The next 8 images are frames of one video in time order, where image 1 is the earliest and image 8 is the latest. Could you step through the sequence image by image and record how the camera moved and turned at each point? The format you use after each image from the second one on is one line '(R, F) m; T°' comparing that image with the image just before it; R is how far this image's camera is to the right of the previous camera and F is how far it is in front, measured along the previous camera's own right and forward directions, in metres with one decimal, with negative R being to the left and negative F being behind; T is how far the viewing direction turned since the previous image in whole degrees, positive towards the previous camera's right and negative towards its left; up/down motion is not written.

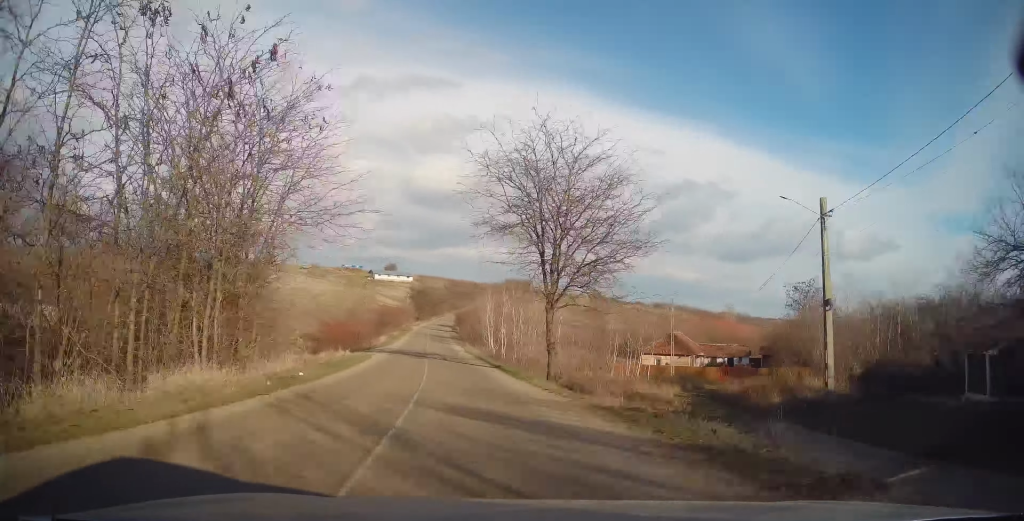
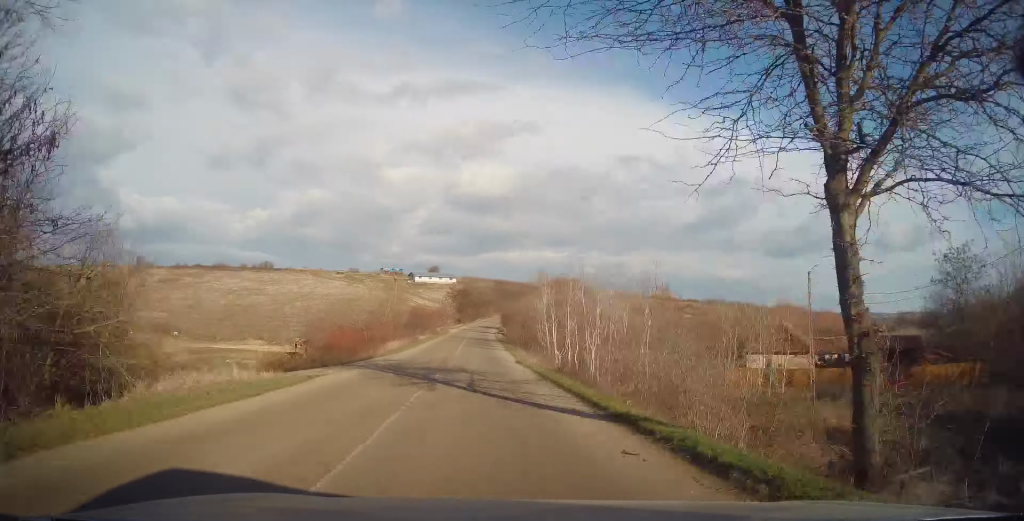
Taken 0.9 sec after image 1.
(-0.9, +17.5) m; -5°
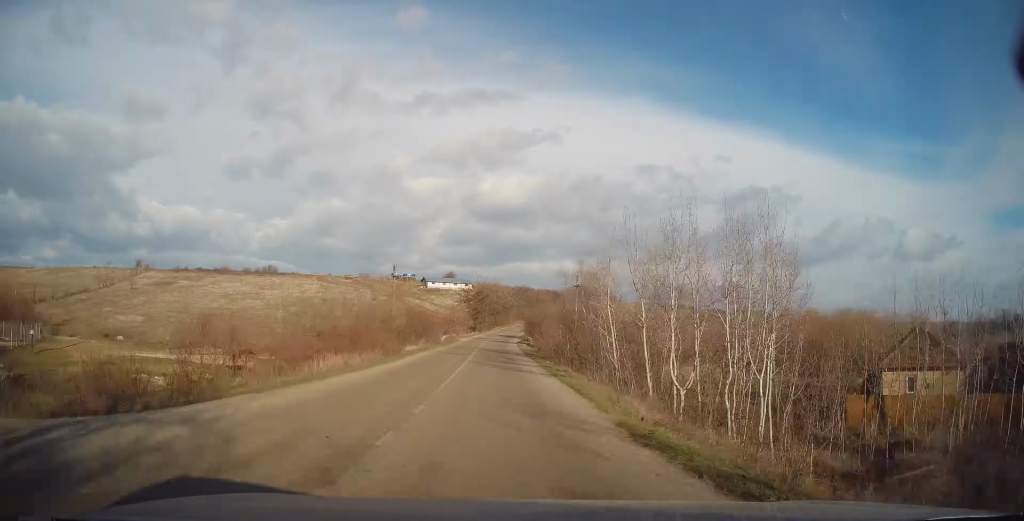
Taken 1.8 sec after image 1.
(-0.5, +18.0) m; -3°
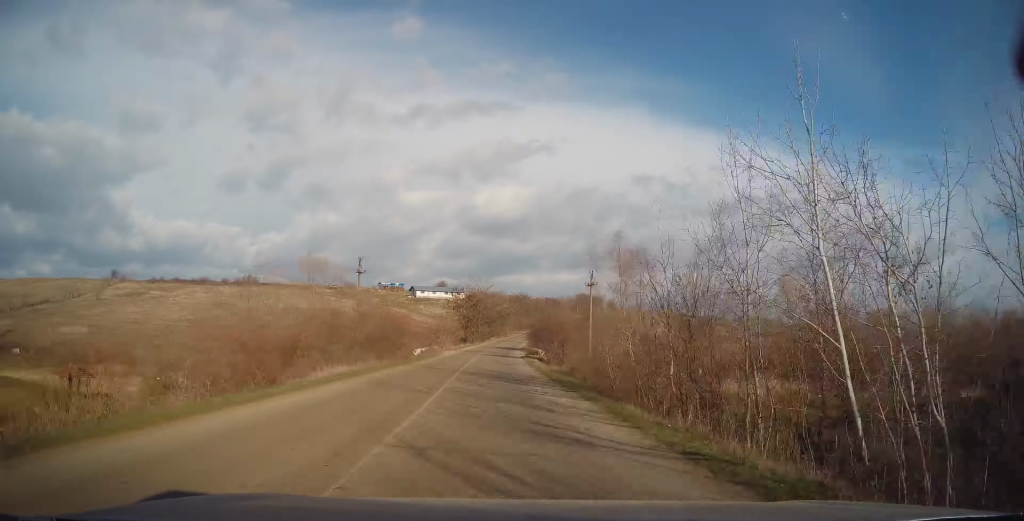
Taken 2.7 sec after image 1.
(-0.4, +17.2) m; 0°
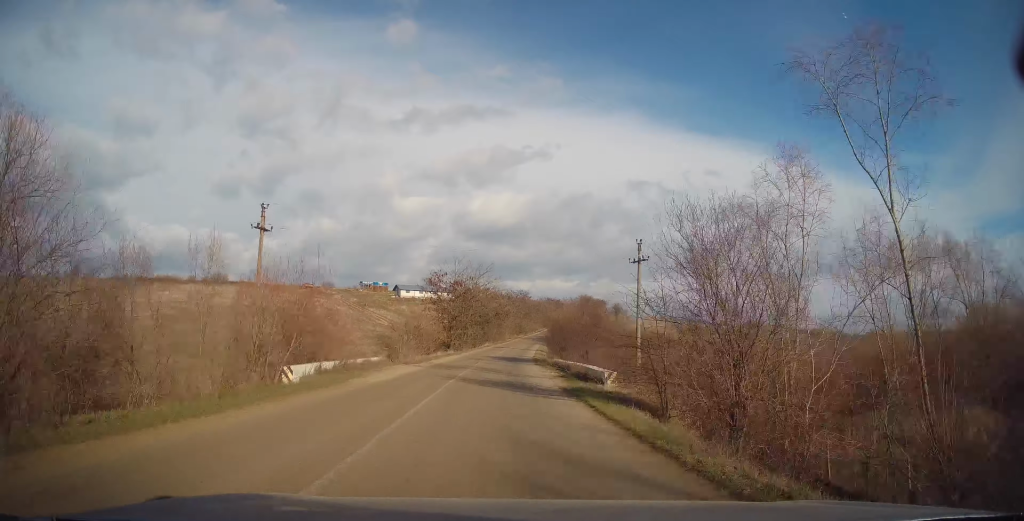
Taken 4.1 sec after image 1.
(+0.4, +25.8) m; +1°
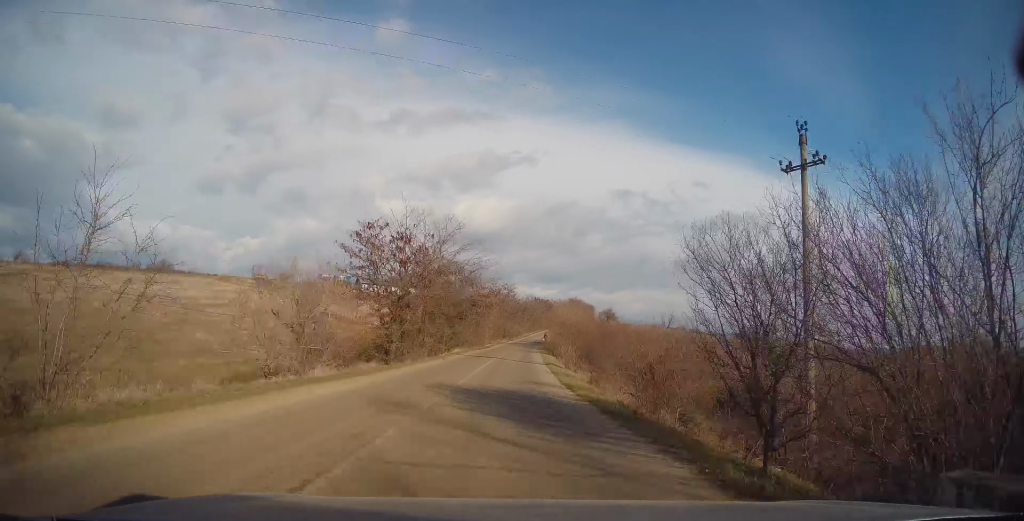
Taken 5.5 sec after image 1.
(+0.7, +28.6) m; +2°
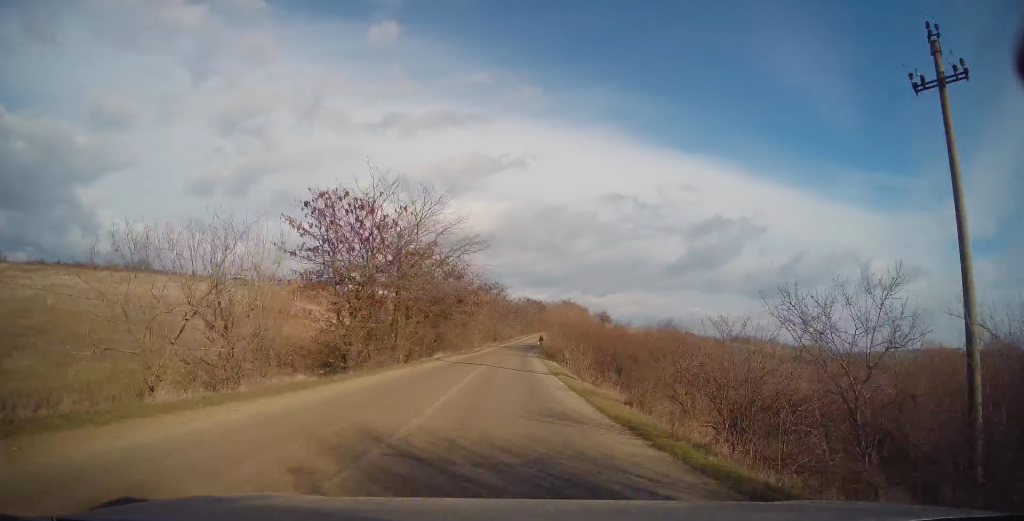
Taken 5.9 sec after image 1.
(0.0, +8.7) m; 0°
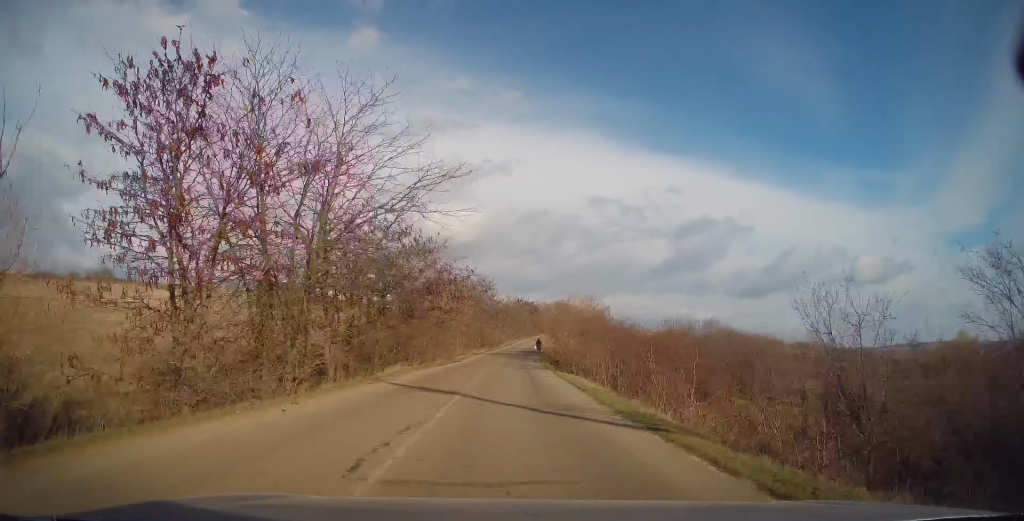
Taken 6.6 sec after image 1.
(-0.2, +15.2) m; +1°
